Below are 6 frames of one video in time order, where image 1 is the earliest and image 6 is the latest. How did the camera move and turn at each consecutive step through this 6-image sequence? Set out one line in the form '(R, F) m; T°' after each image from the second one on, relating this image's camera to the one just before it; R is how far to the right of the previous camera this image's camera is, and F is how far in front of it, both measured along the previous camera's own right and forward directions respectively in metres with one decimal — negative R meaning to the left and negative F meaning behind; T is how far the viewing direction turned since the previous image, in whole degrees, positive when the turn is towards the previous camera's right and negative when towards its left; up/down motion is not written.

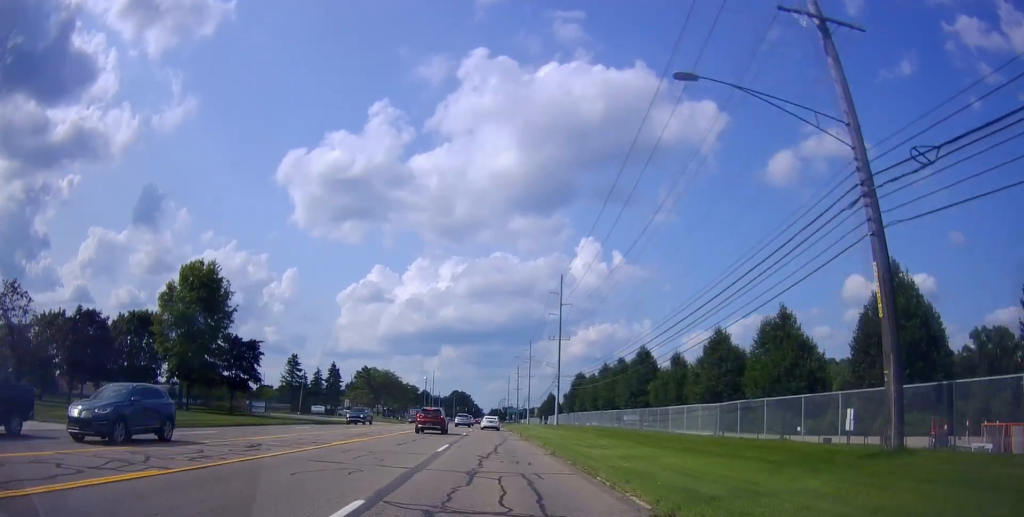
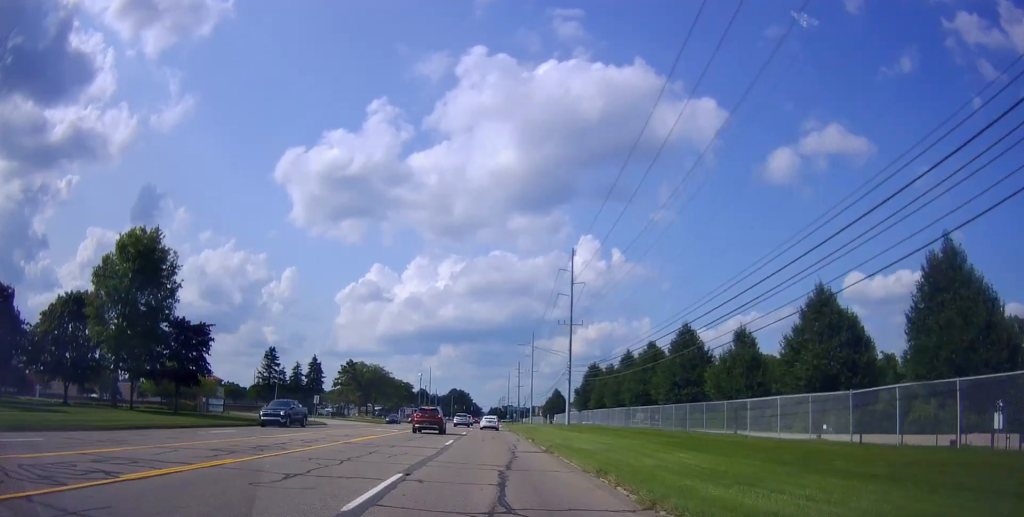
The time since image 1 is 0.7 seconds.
(-0.1, +12.6) m; 0°
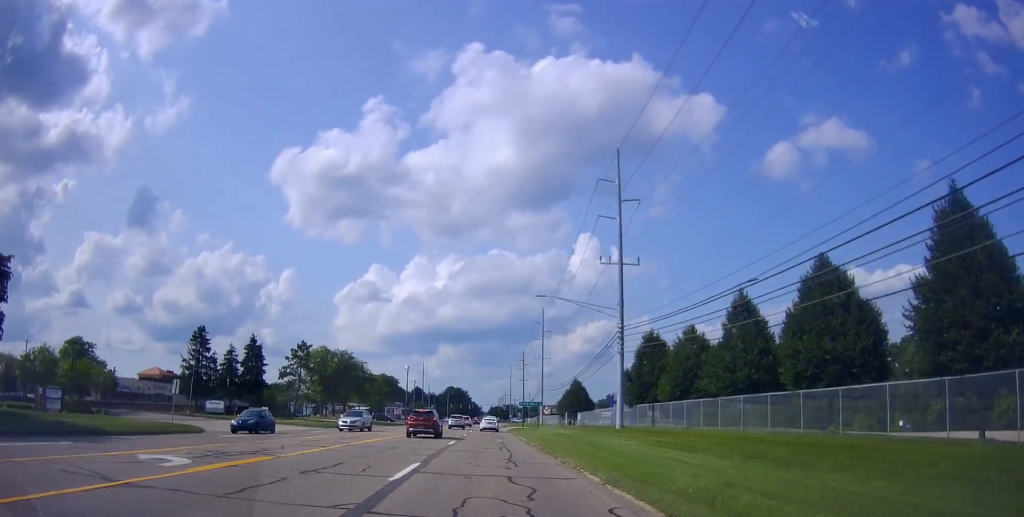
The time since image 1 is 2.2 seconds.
(-0.4, +28.5) m; -1°
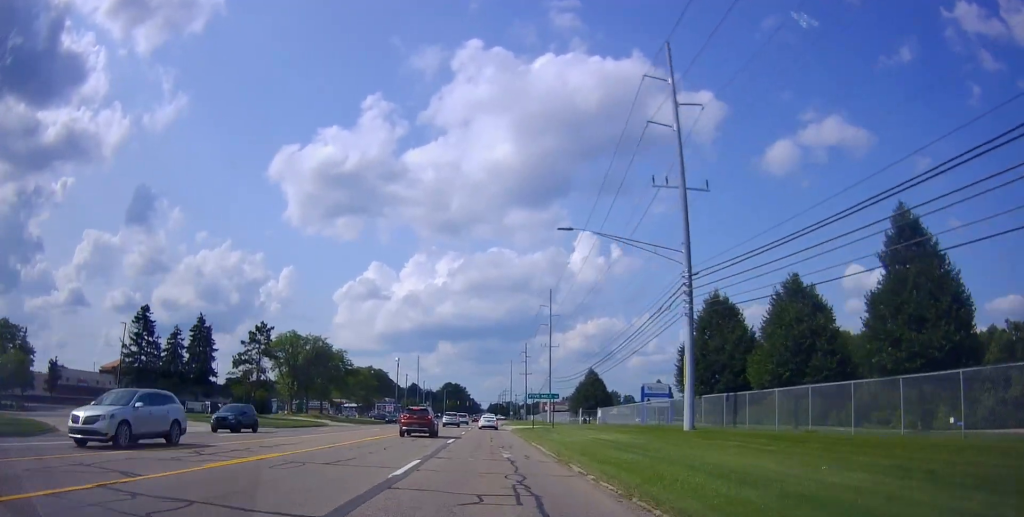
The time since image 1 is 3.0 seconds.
(+0.1, +15.2) m; 0°
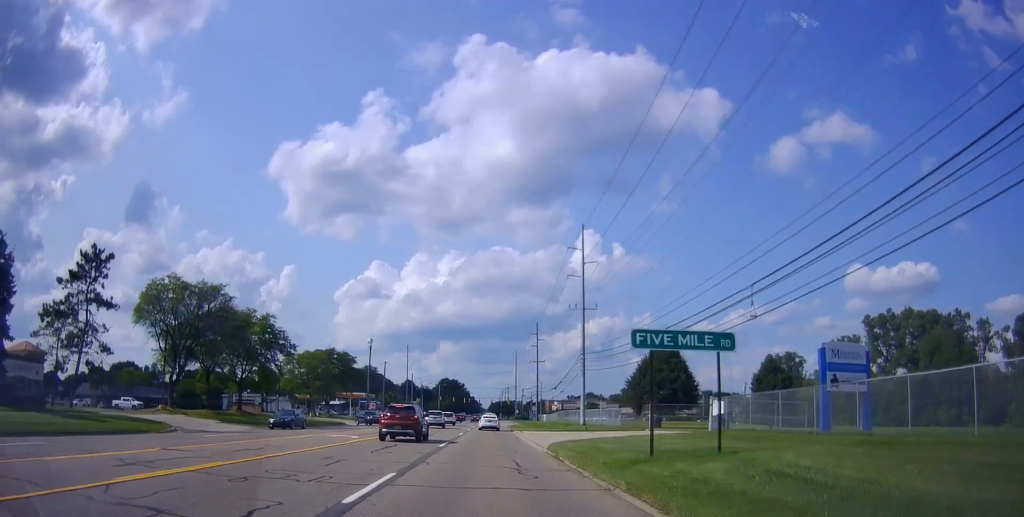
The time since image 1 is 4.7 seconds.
(-0.4, +33.5) m; -1°
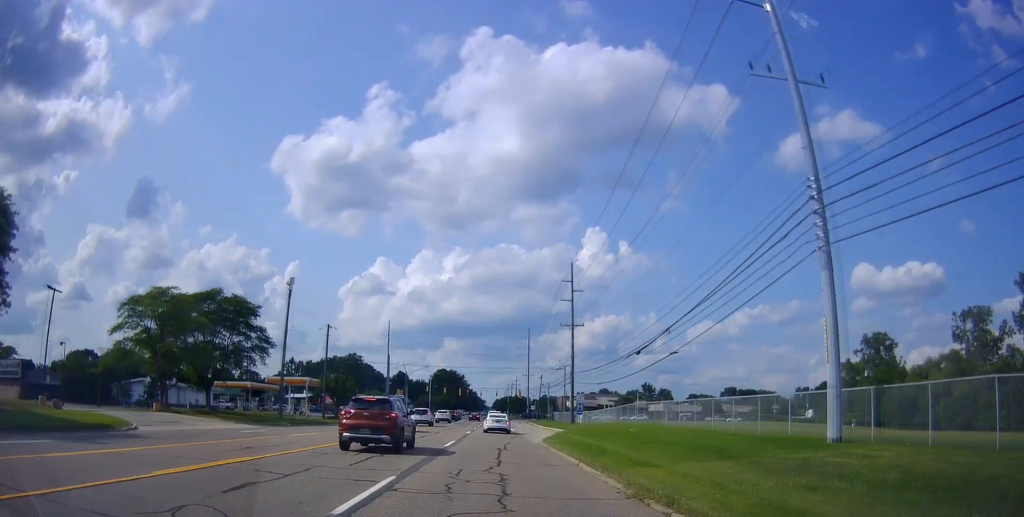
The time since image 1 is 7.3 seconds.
(+0.7, +46.9) m; 0°
